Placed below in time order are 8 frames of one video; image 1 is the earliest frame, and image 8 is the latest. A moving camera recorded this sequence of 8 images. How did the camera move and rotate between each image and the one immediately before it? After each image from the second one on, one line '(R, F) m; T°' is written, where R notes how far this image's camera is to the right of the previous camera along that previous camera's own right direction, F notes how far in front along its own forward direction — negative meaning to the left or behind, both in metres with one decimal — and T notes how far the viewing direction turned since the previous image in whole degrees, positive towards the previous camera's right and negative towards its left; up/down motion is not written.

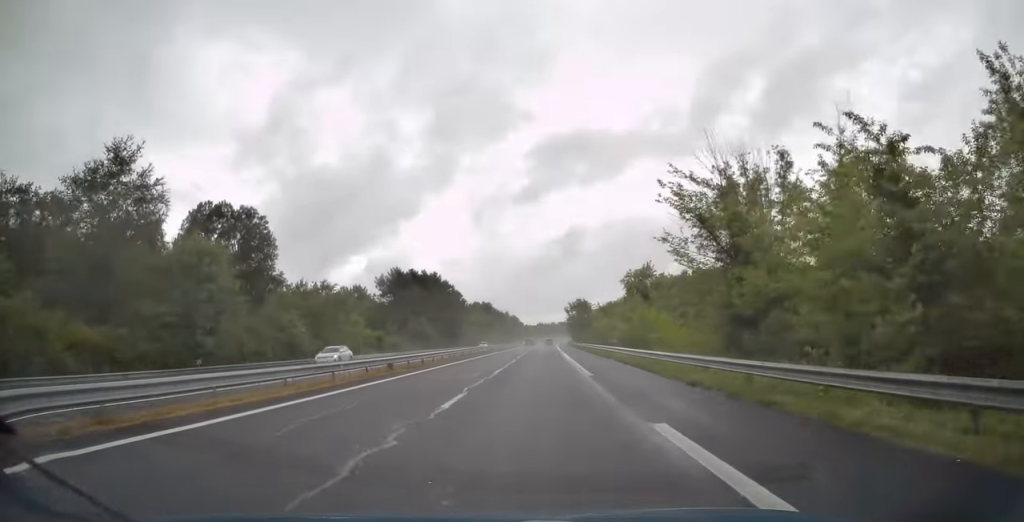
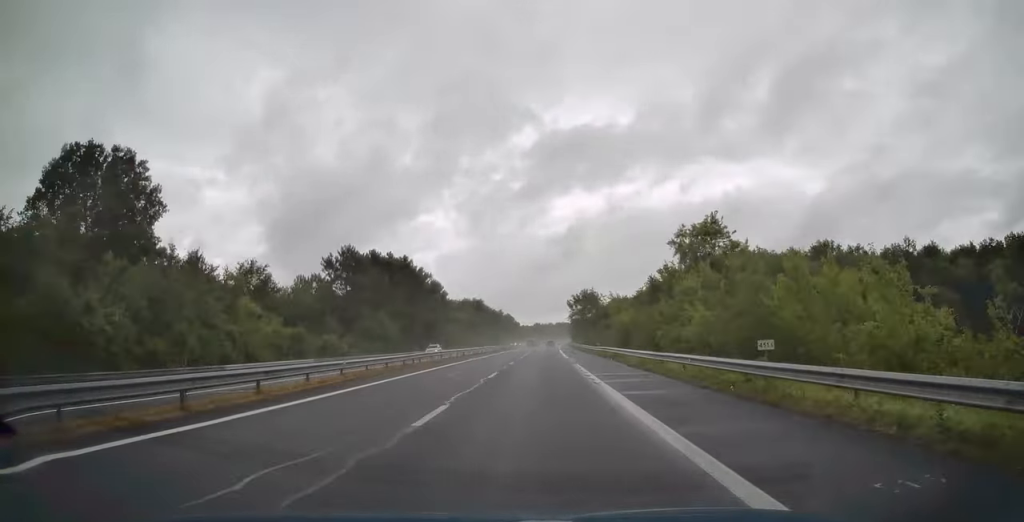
(+0.1, +29.1) m; 0°
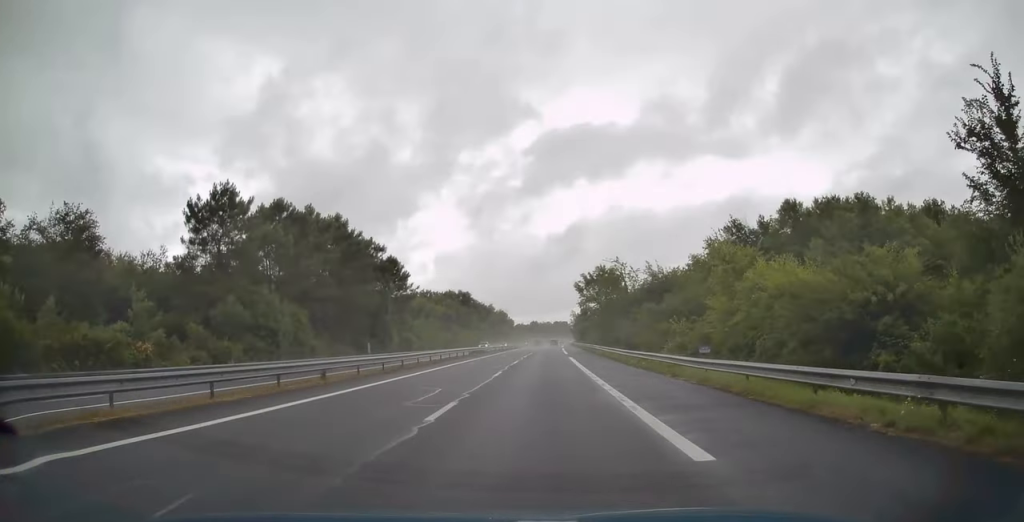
(+0.1, +38.2) m; 0°
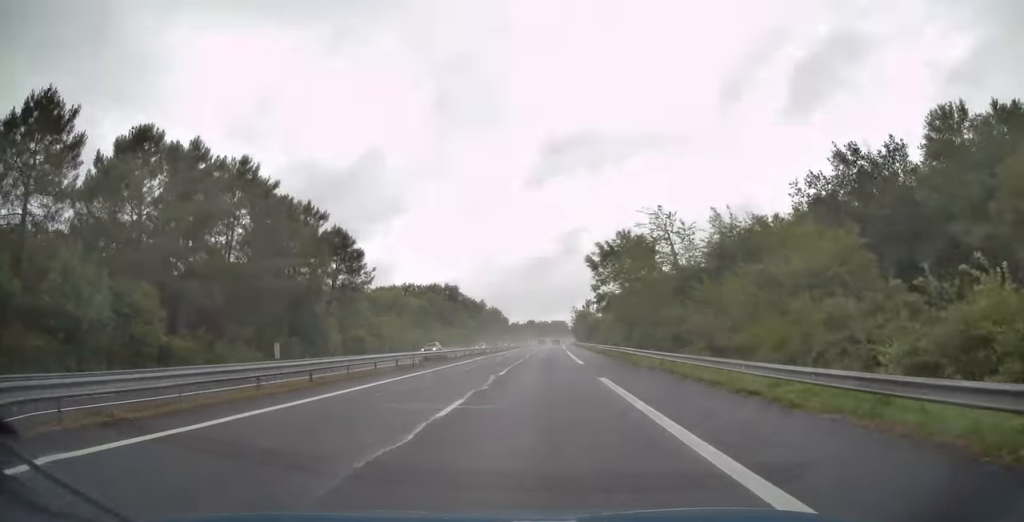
(0.0, +25.8) m; 0°
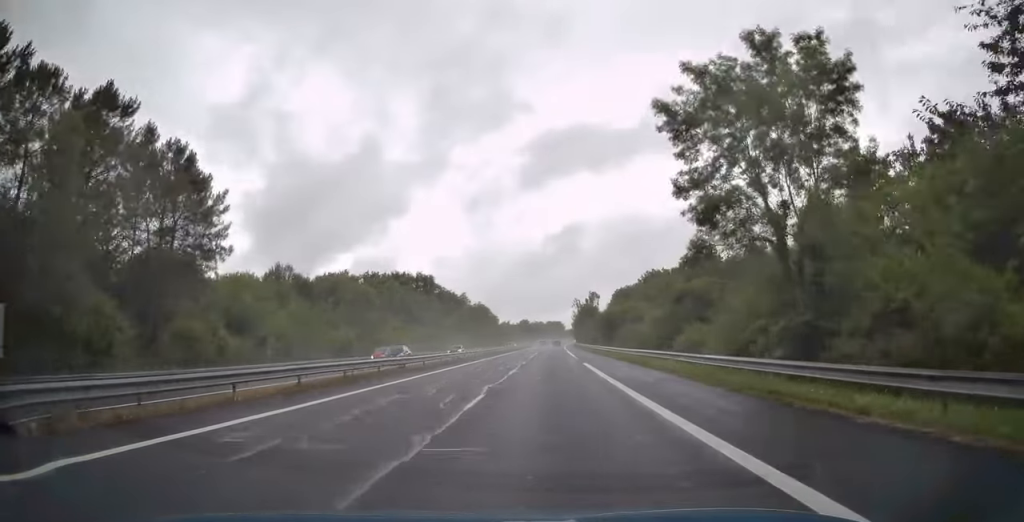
(+0.1, +37.5) m; 0°
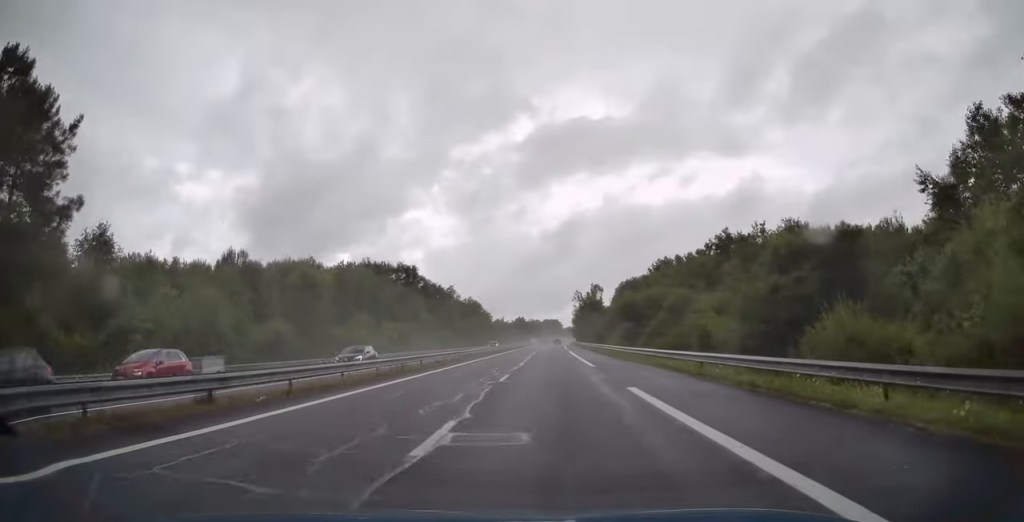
(0.0, +18.2) m; 0°
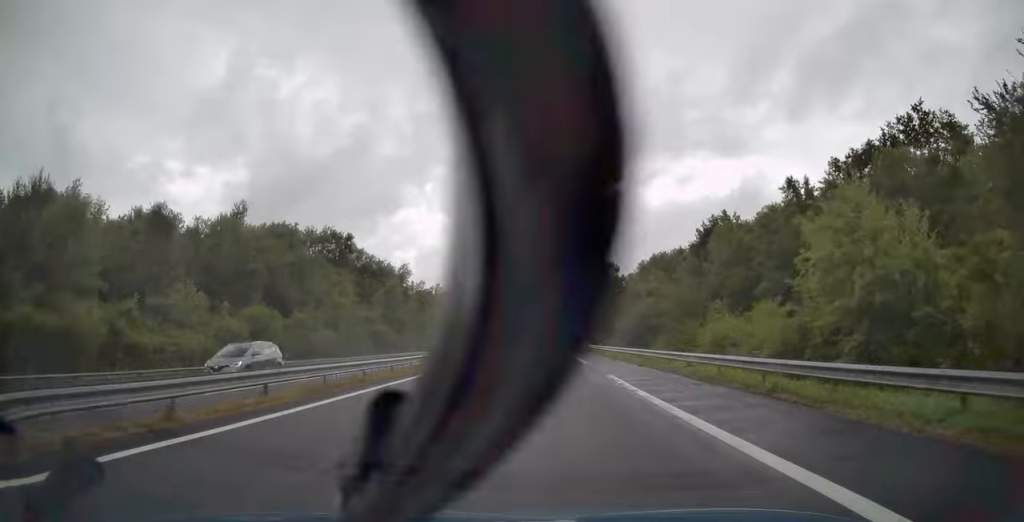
(+0.5, +46.1) m; +1°
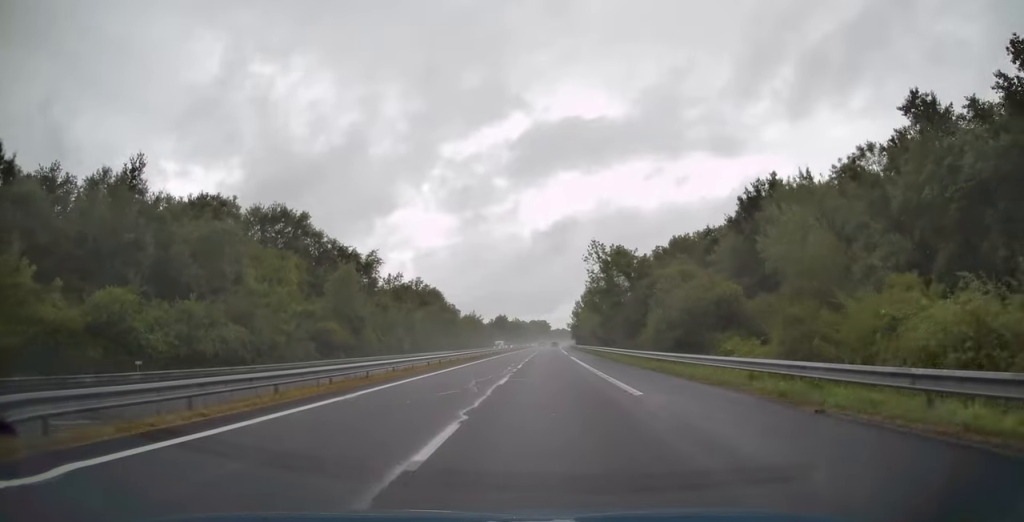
(+0.1, +19.3) m; 0°
